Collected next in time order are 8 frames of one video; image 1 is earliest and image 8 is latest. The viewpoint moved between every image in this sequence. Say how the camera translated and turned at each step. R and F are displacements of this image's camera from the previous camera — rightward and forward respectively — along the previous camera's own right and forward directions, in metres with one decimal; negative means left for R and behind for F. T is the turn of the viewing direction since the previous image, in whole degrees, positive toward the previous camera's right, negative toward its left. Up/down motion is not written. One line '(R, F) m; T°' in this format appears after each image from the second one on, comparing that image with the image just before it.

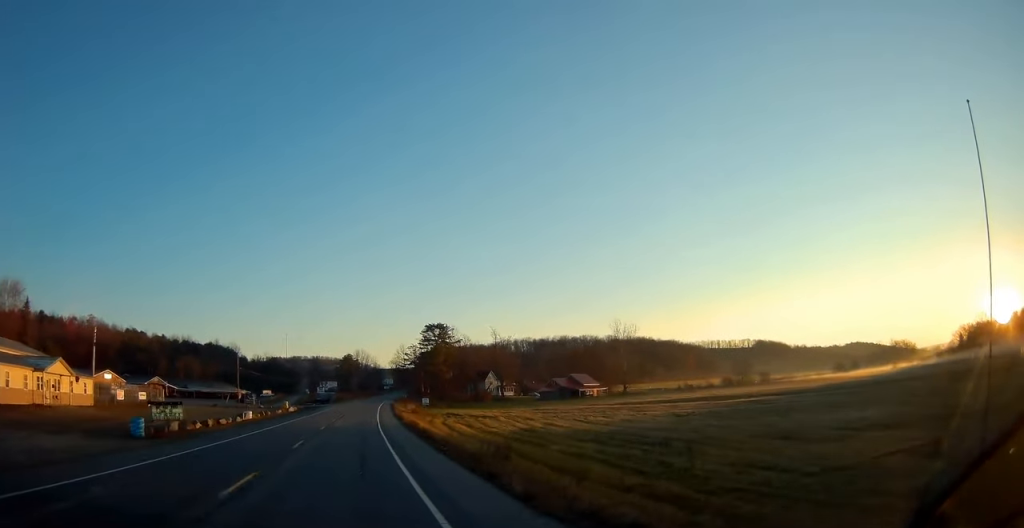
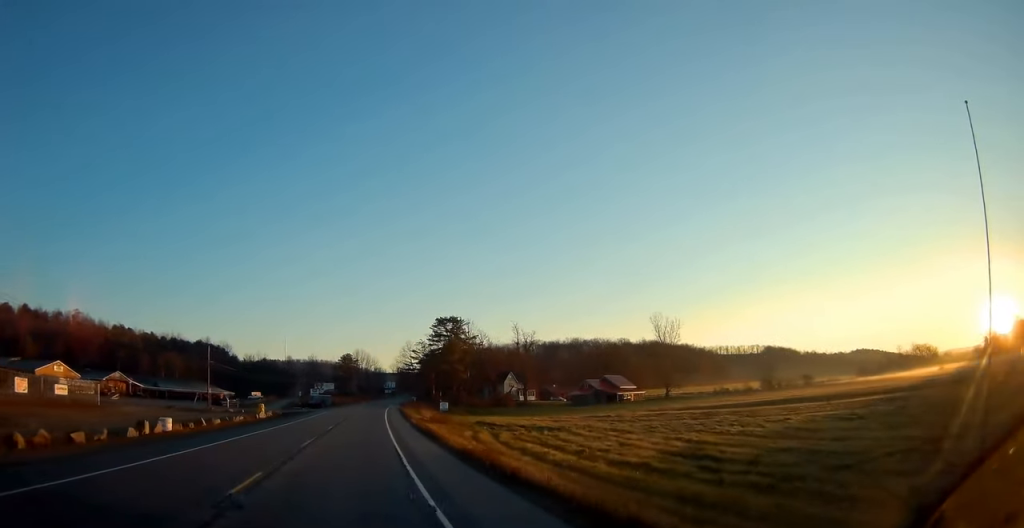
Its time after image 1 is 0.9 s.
(-0.1, +24.5) m; 0°
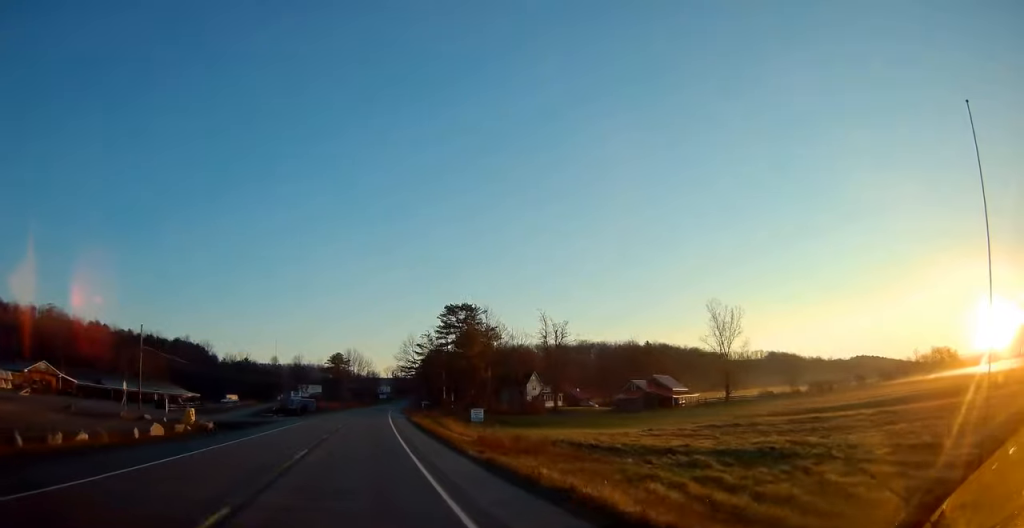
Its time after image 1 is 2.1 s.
(+0.1, +29.4) m; +1°
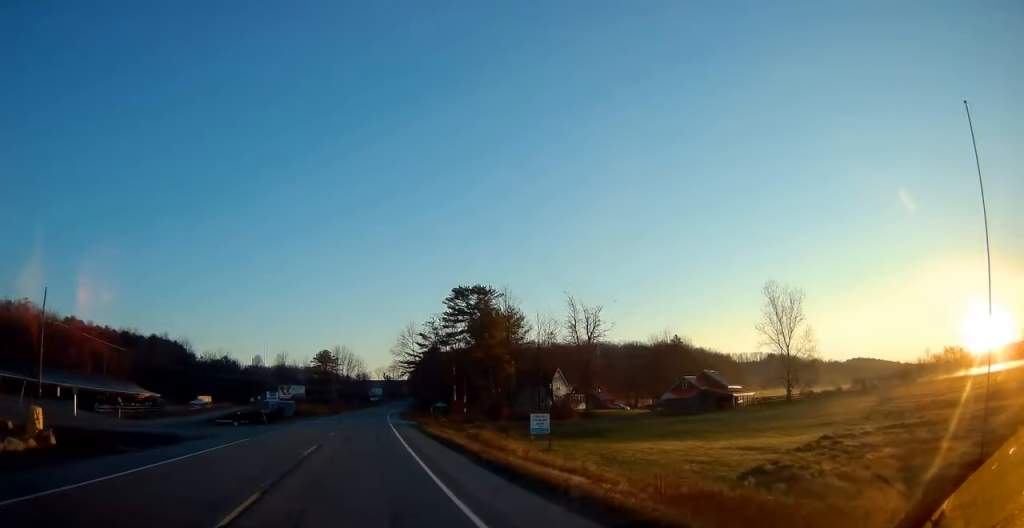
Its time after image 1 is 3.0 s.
(+0.1, +23.0) m; +1°
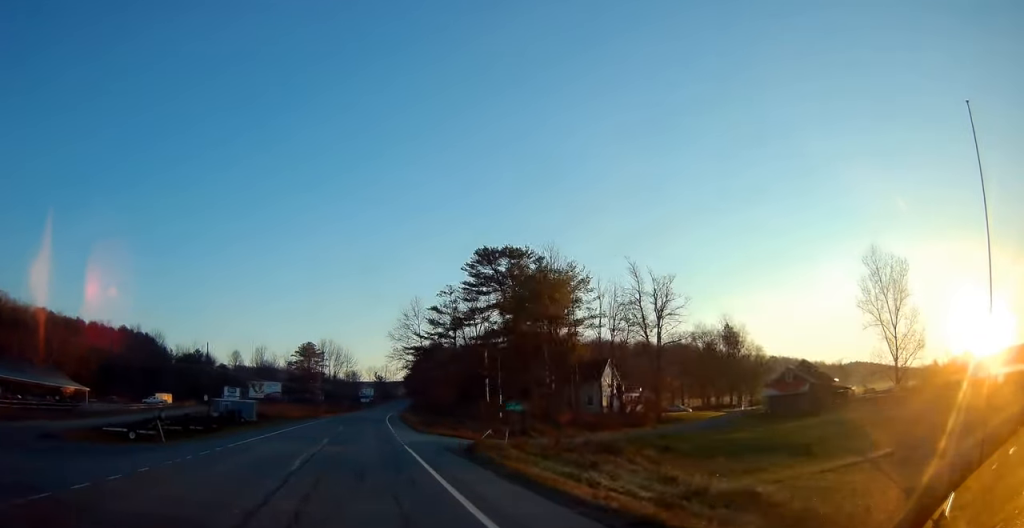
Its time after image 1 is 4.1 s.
(+0.2, +28.4) m; +1°
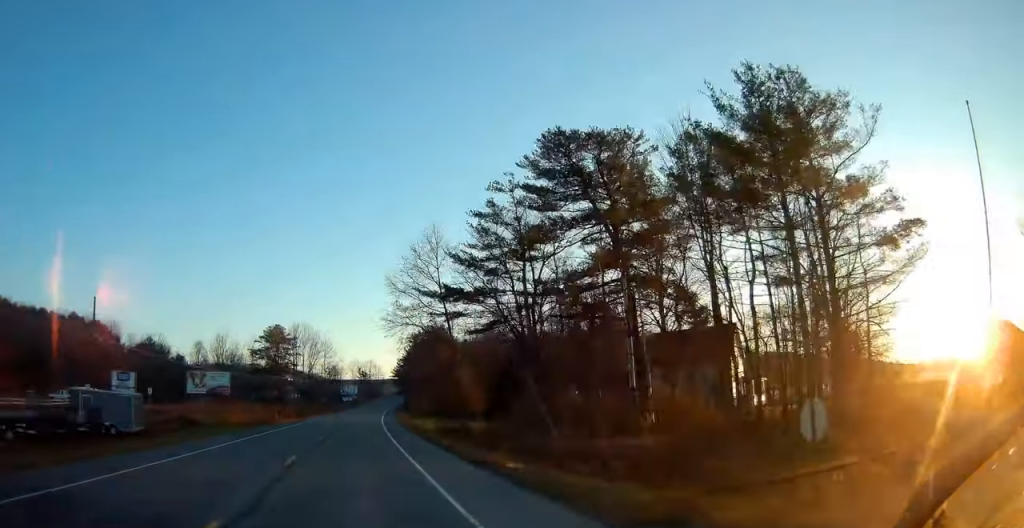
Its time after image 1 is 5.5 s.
(+0.4, +35.4) m; +1°
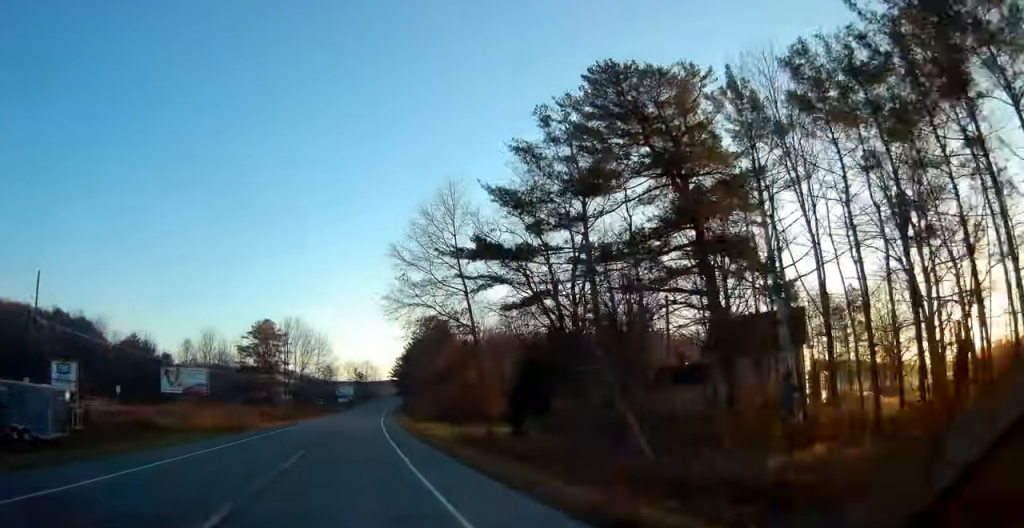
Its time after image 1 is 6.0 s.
(0.0, +10.7) m; +1°
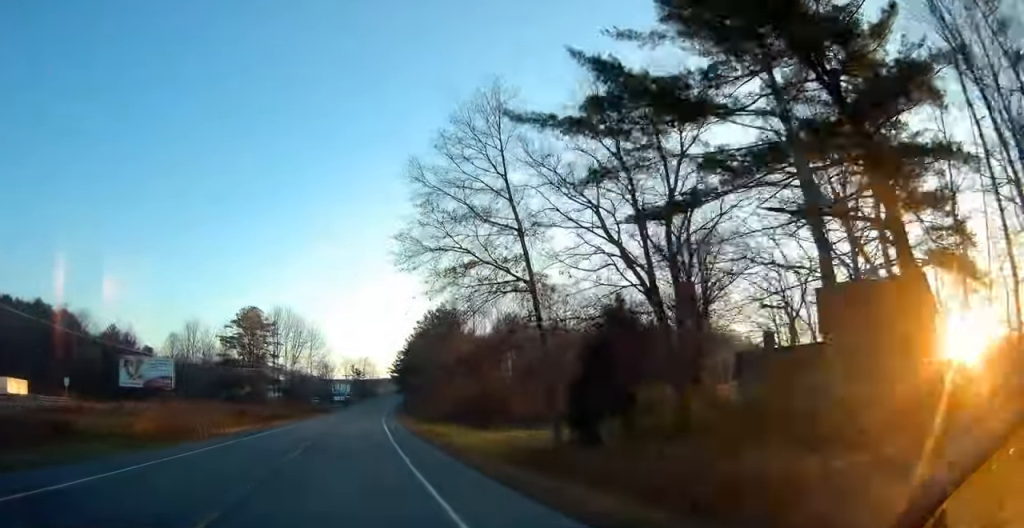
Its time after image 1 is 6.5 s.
(+0.1, +13.8) m; +1°
